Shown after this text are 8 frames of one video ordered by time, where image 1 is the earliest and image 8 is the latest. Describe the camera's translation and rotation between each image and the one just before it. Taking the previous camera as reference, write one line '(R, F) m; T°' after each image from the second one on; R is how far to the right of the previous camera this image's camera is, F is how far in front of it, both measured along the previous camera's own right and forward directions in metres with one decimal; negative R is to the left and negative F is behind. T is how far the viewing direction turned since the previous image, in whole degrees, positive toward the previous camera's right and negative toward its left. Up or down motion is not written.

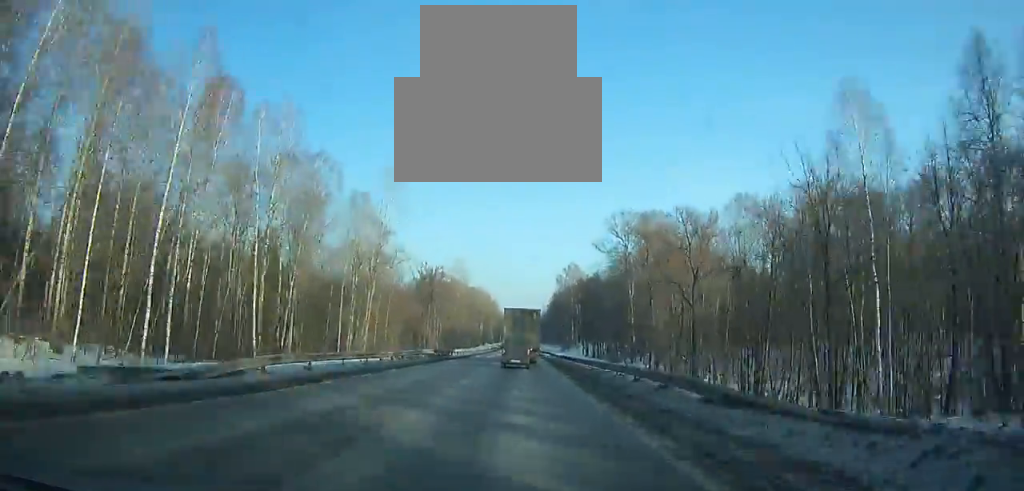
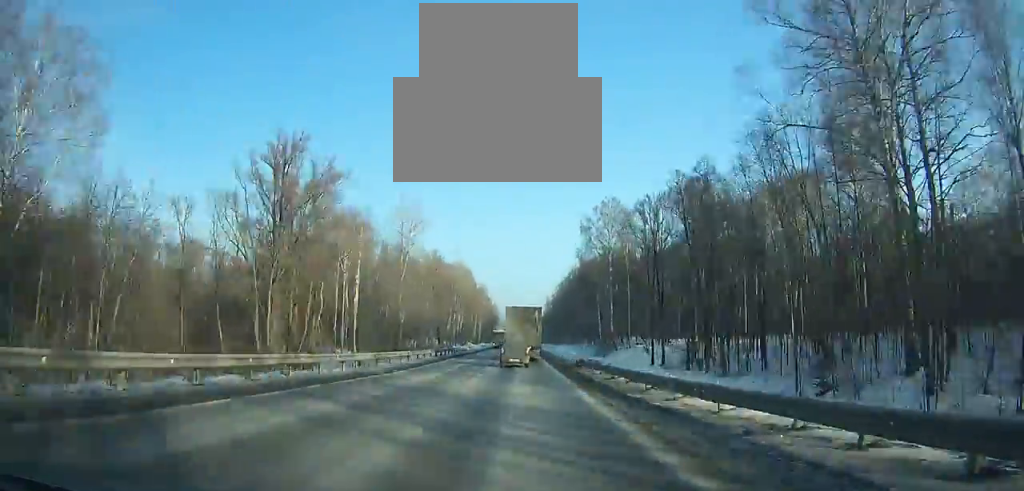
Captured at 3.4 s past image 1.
(-0.5, +81.1) m; -1°
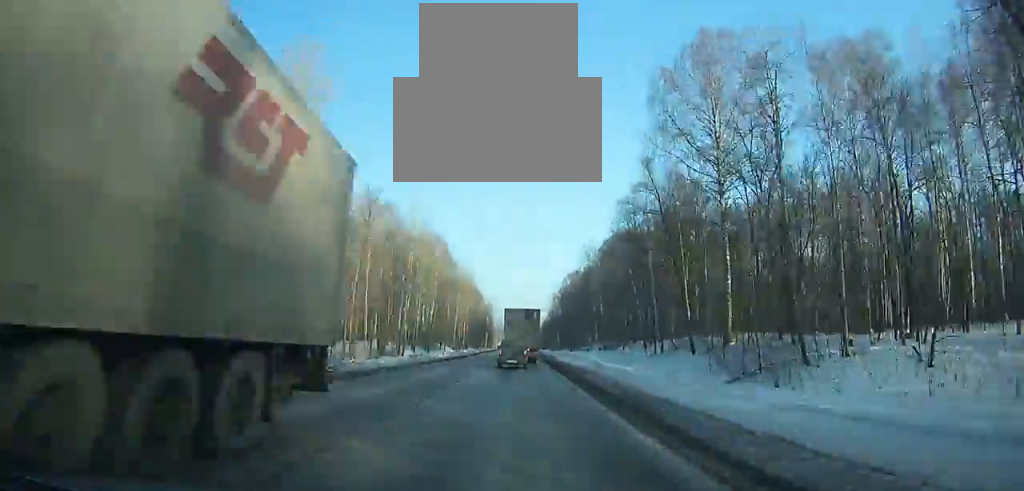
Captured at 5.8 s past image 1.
(-0.1, +56.8) m; 0°
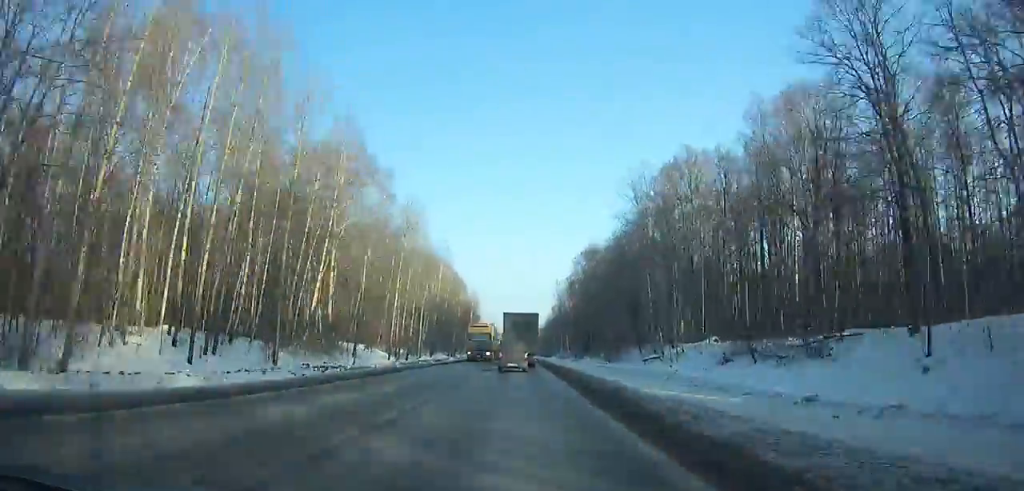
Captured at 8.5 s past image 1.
(+0.2, +63.1) m; 0°
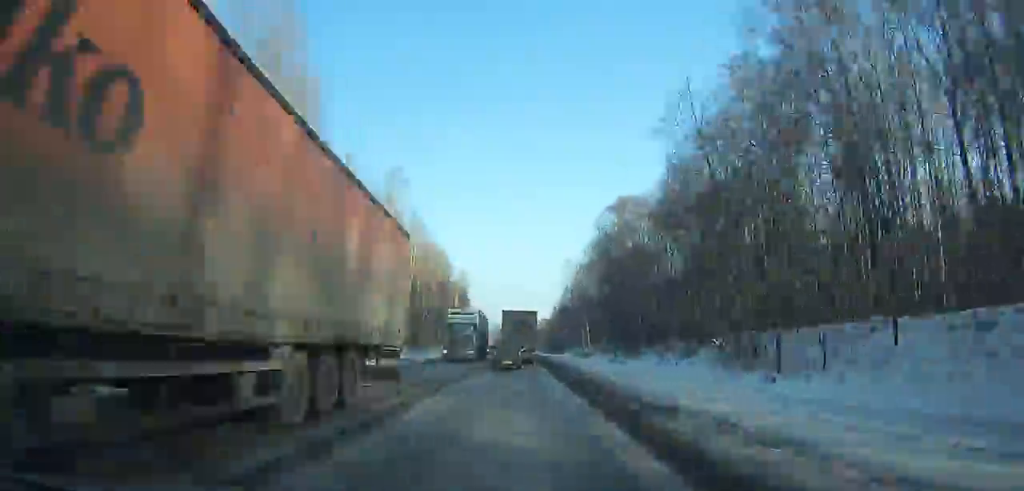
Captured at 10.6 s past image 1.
(-0.1, +48.3) m; 0°
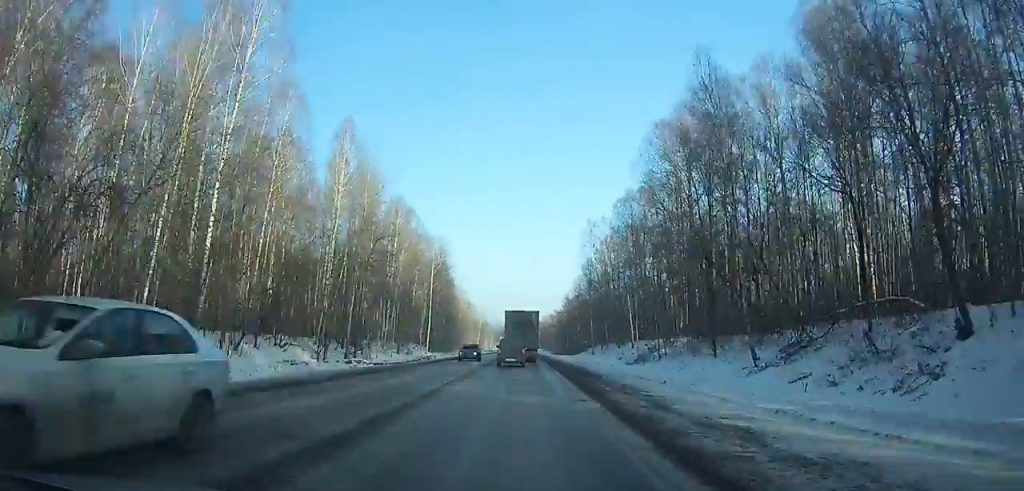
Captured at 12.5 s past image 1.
(-0.1, +43.4) m; 0°
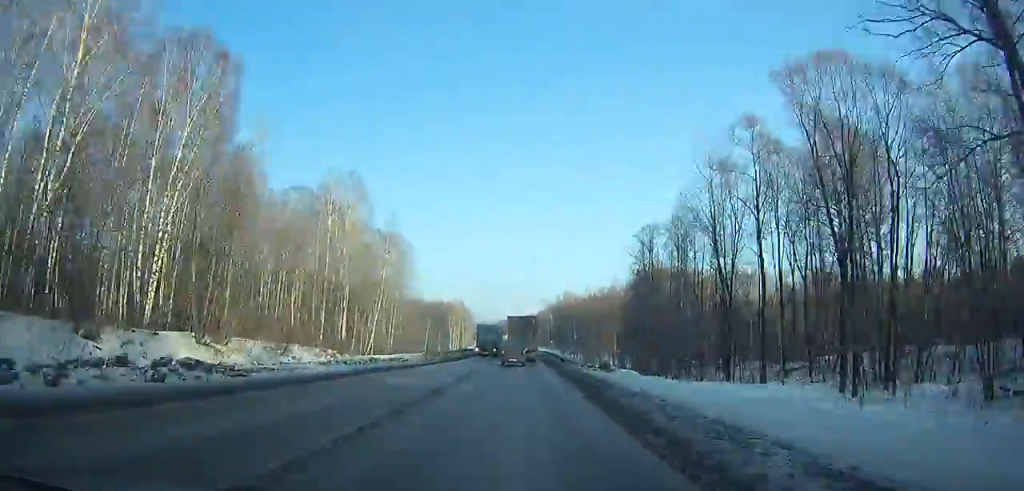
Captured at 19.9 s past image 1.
(+0.3, +166.5) m; 0°
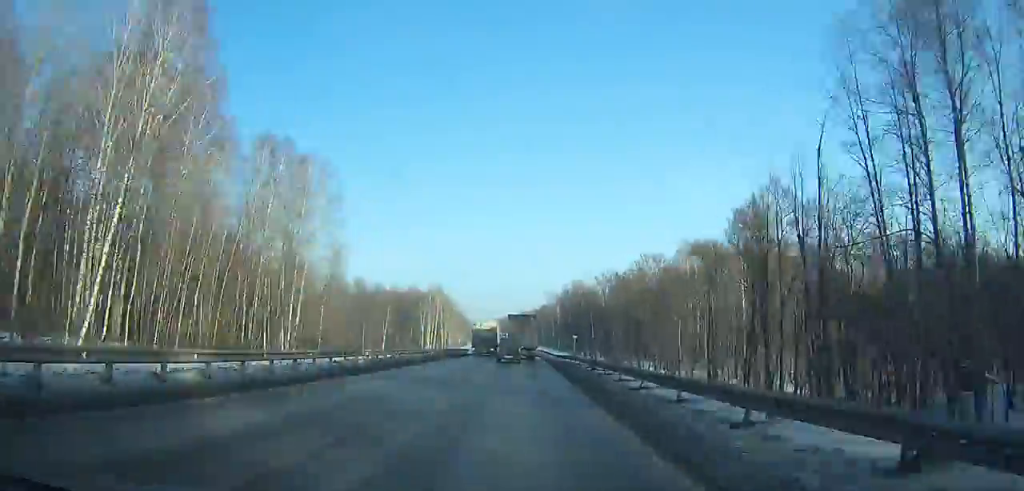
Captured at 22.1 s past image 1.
(+0.1, +49.4) m; 0°
